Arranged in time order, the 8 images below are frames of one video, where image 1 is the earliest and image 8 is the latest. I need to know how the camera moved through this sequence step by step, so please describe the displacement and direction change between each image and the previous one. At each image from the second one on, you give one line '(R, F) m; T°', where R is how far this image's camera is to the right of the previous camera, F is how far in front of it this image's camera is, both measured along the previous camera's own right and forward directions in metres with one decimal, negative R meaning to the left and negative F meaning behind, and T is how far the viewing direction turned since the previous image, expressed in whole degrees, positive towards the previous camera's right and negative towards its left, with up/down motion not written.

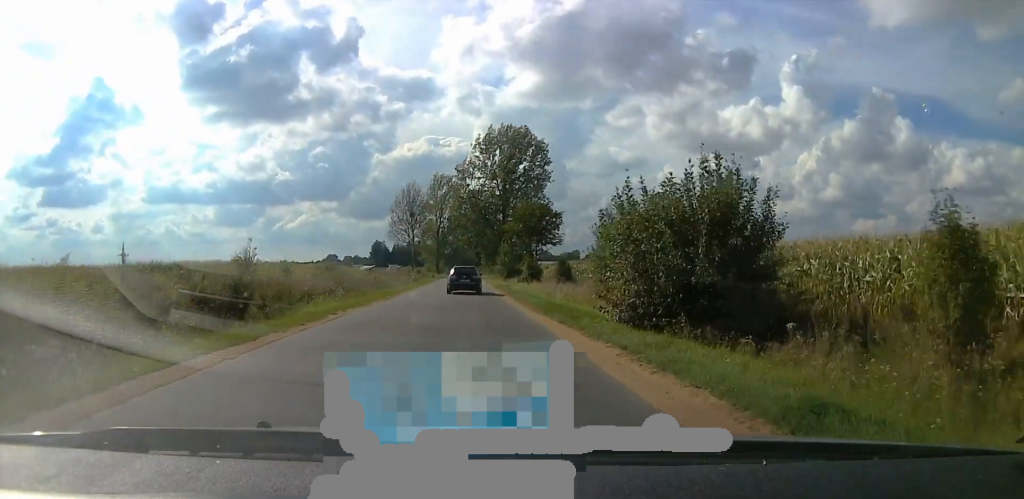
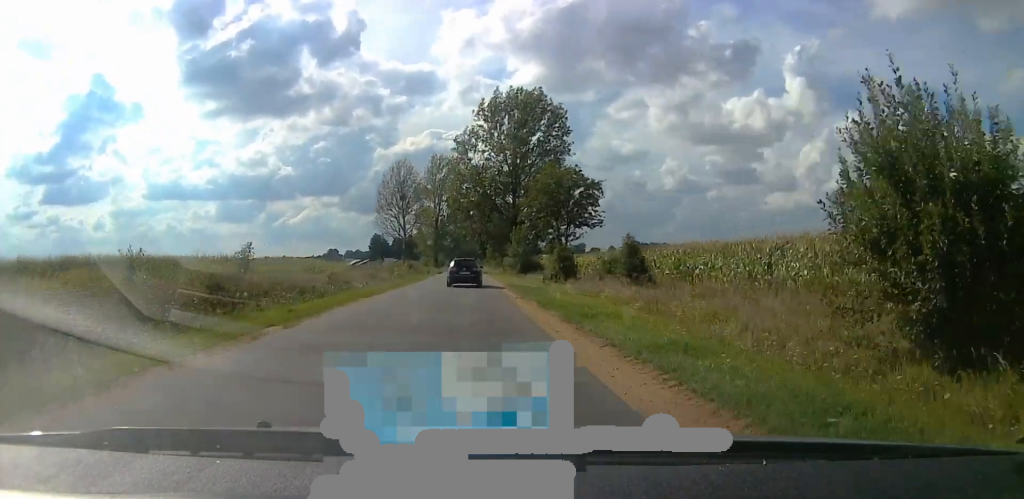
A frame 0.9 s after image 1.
(-0.3, +19.6) m; -2°
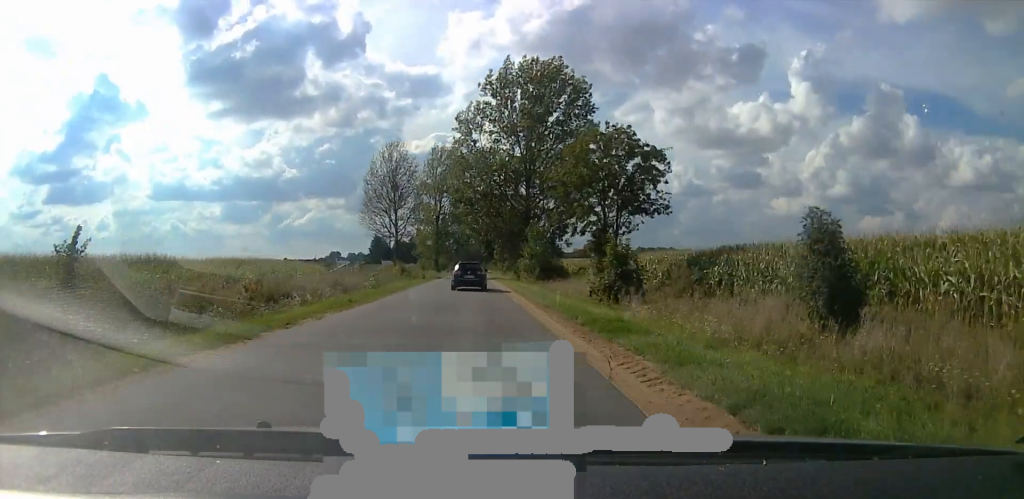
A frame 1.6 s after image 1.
(-0.5, +14.5) m; -1°
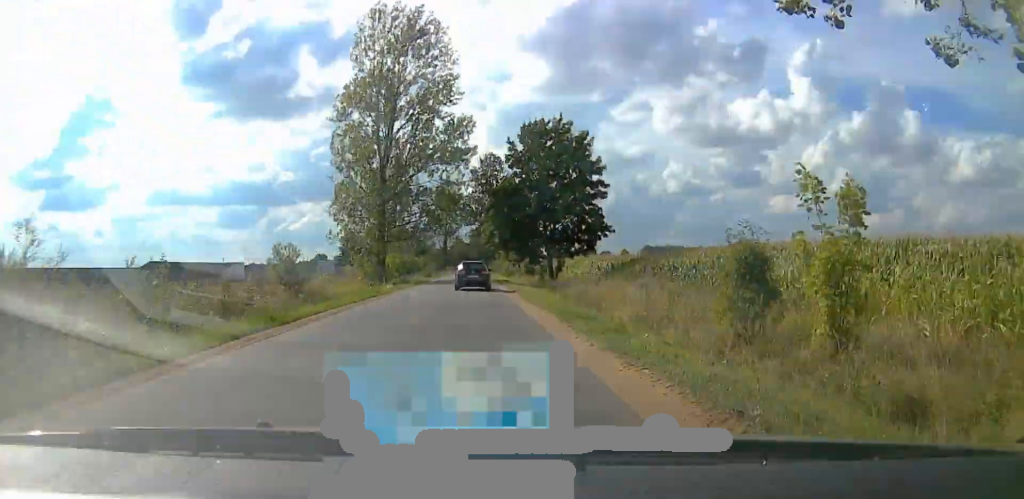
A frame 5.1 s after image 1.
(+2.2, +75.9) m; +2°
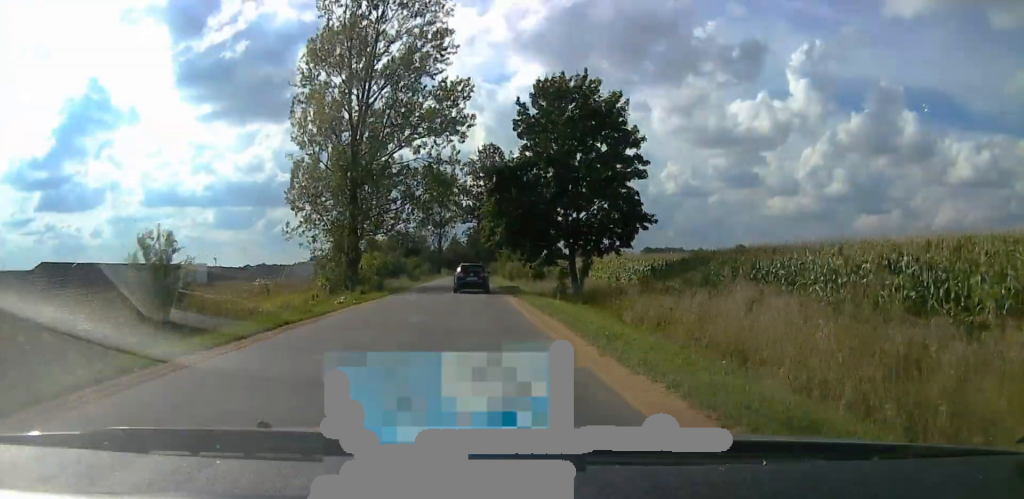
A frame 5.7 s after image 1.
(+0.4, +13.8) m; +1°
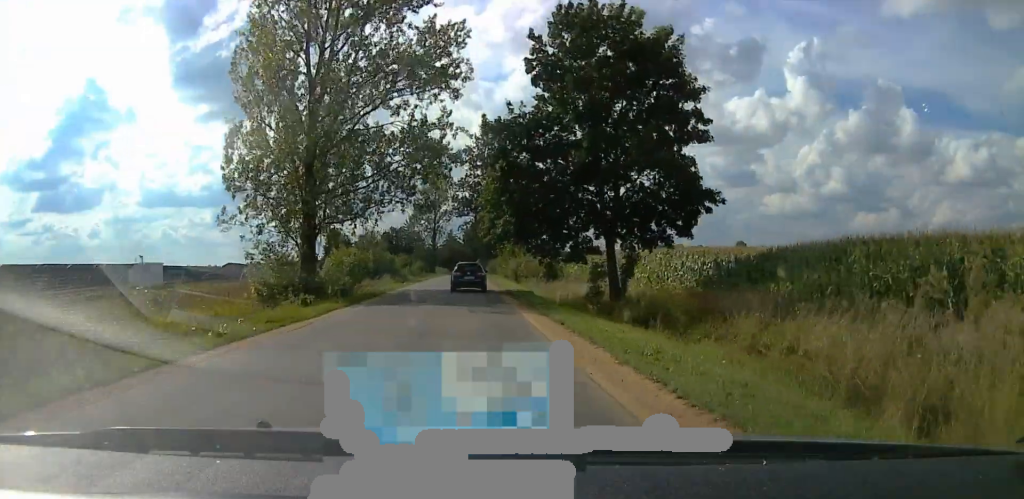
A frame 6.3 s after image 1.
(+0.9, +12.5) m; 0°
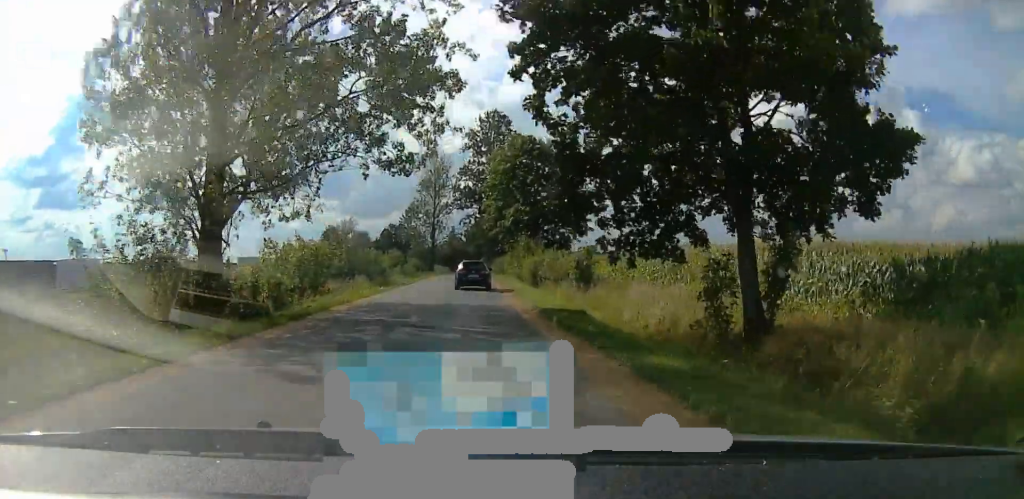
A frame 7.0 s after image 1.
(-0.7, +15.0) m; 0°
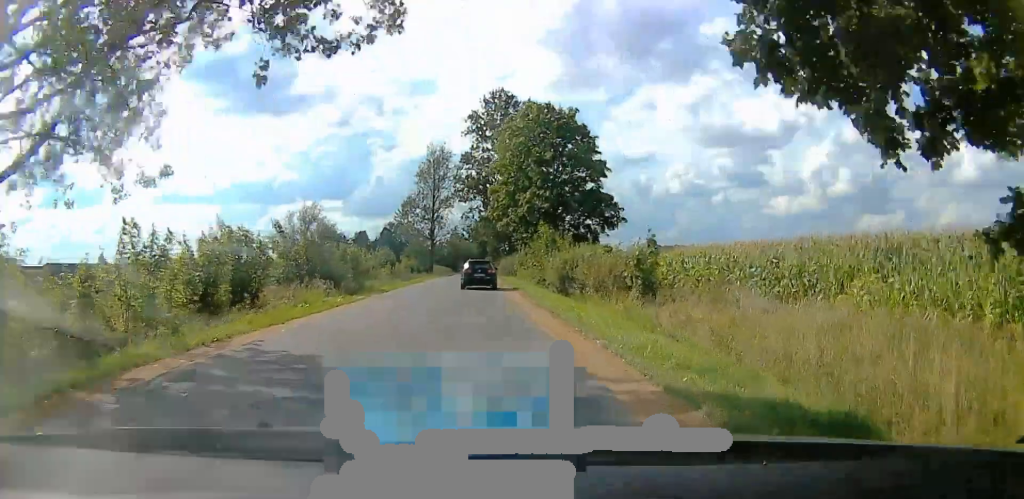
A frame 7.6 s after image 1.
(-0.3, +13.7) m; -1°
